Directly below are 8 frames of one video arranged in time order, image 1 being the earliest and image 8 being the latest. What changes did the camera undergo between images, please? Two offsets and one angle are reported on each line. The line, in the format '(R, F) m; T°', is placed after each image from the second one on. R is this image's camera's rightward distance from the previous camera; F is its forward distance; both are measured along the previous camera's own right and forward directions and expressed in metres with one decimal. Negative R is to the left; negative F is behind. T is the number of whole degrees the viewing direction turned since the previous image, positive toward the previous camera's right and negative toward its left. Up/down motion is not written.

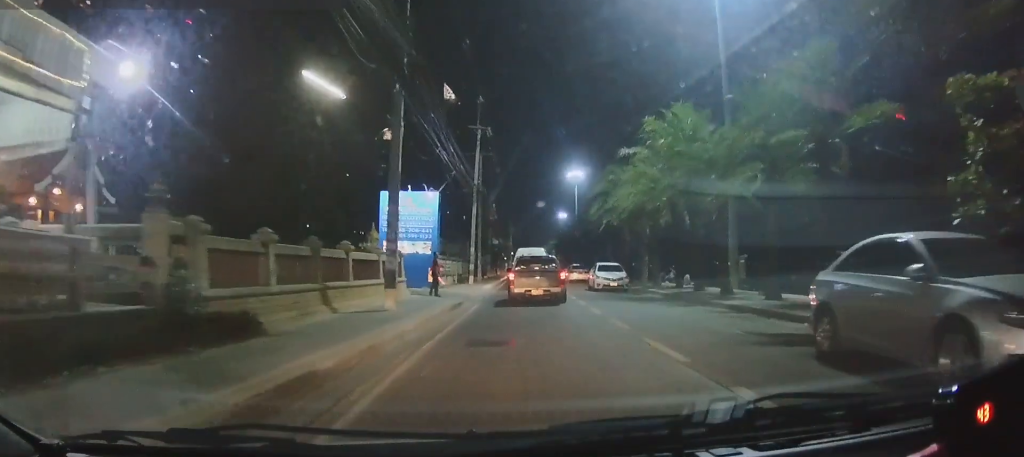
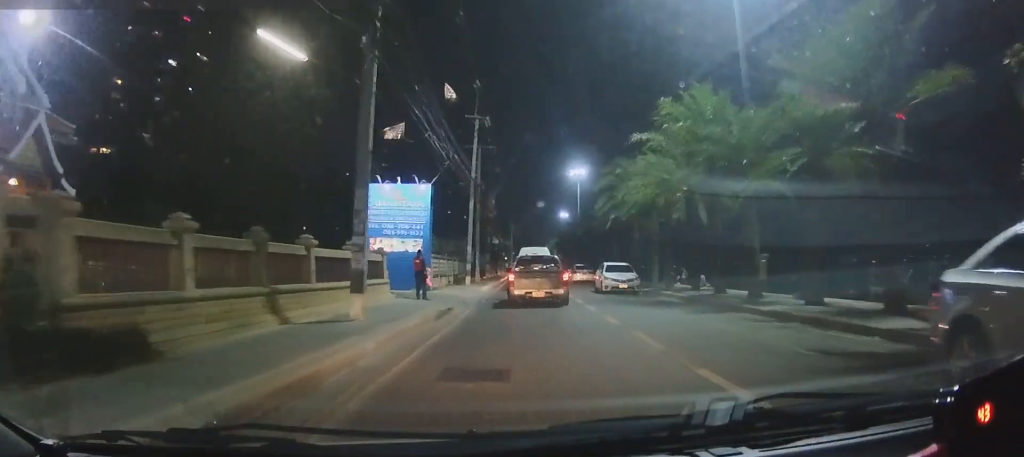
(-0.1, +3.1) m; +3°
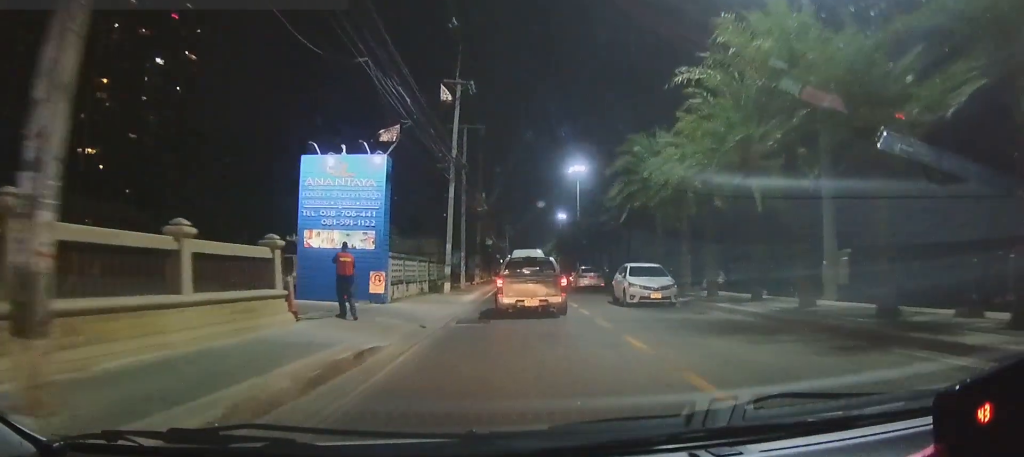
(+0.6, +8.2) m; -1°
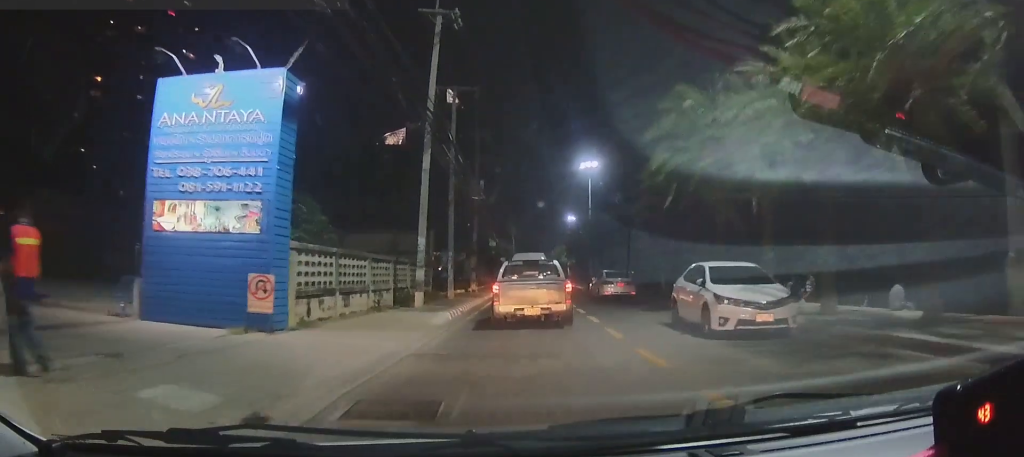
(-0.7, +9.1) m; -3°
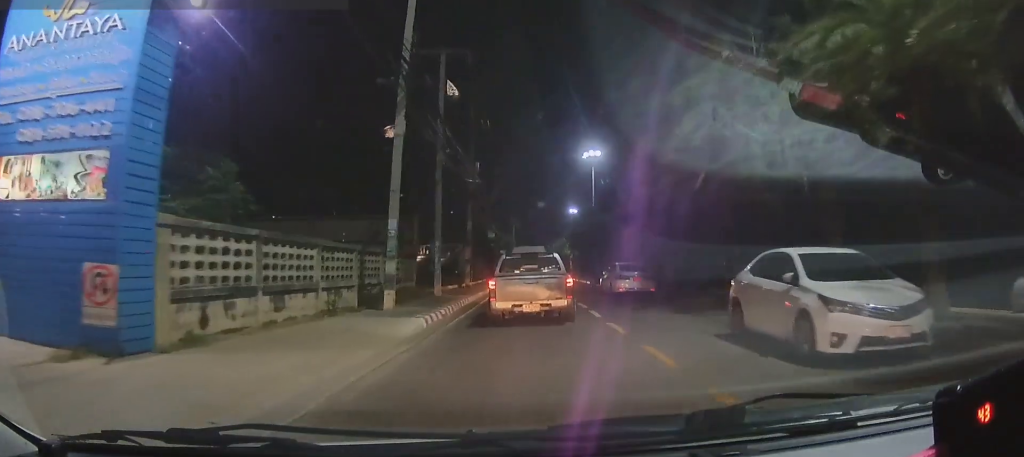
(-0.2, +4.3) m; 0°
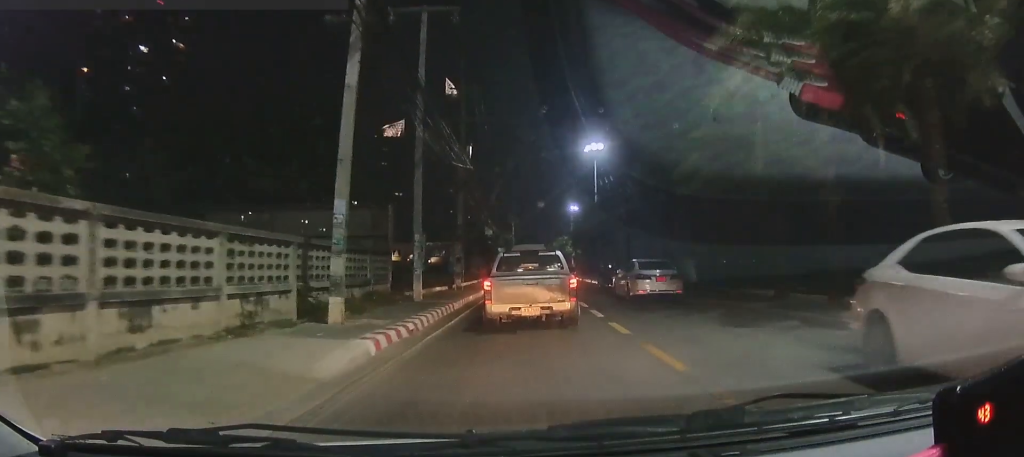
(+0.2, +4.3) m; +3°
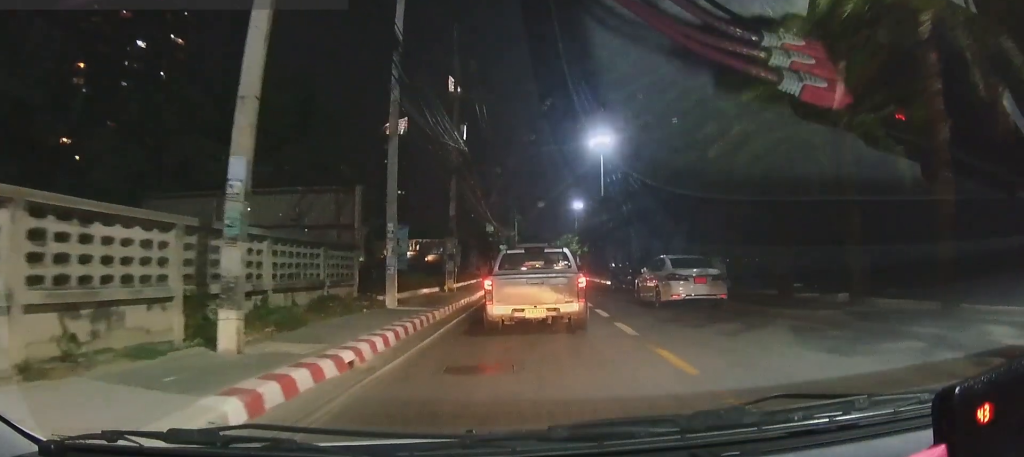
(0.0, +4.6) m; -6°
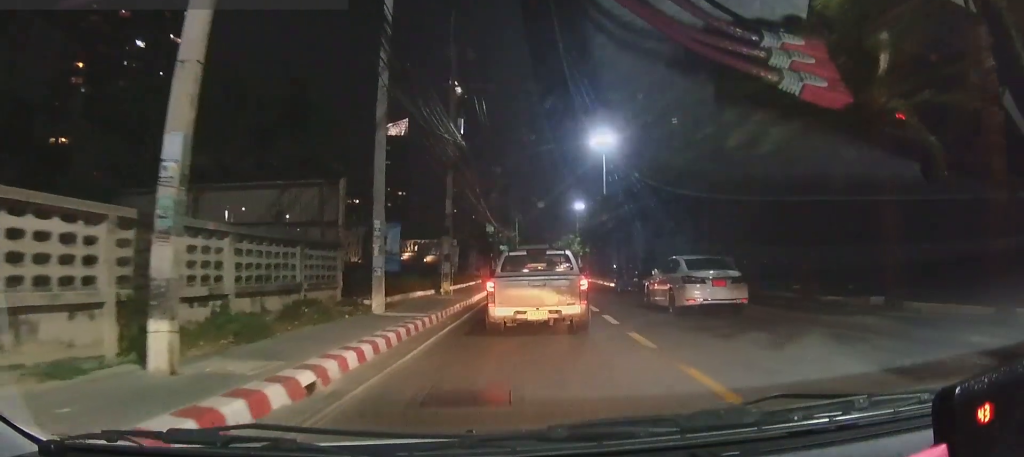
(-0.1, +1.7) m; -3°
